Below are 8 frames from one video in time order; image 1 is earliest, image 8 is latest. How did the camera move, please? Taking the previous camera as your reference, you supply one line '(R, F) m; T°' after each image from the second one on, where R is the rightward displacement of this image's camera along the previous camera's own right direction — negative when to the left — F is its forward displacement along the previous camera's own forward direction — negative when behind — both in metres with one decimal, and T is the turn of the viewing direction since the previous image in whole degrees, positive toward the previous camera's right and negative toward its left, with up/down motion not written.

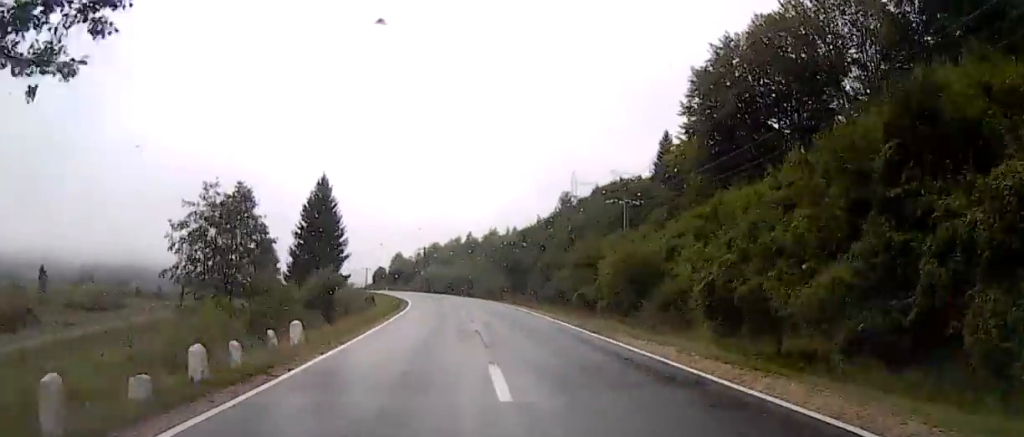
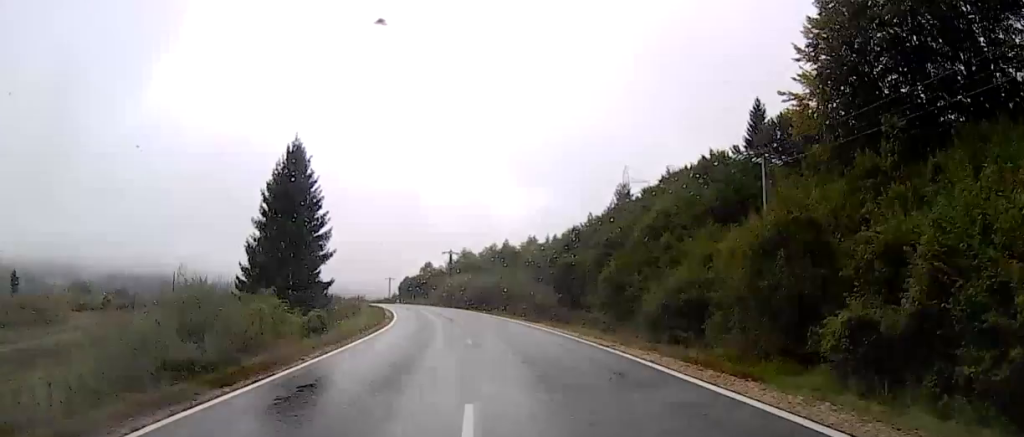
(-0.6, +26.4) m; -3°
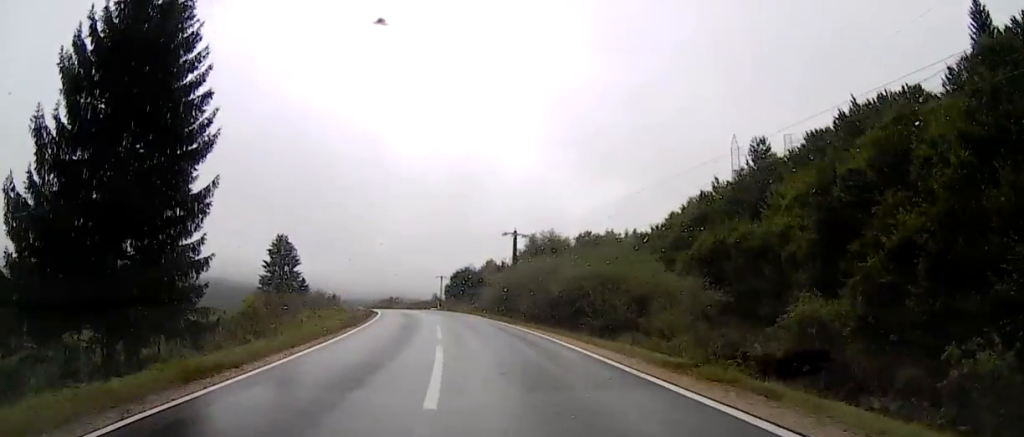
(-1.5, +33.1) m; -5°
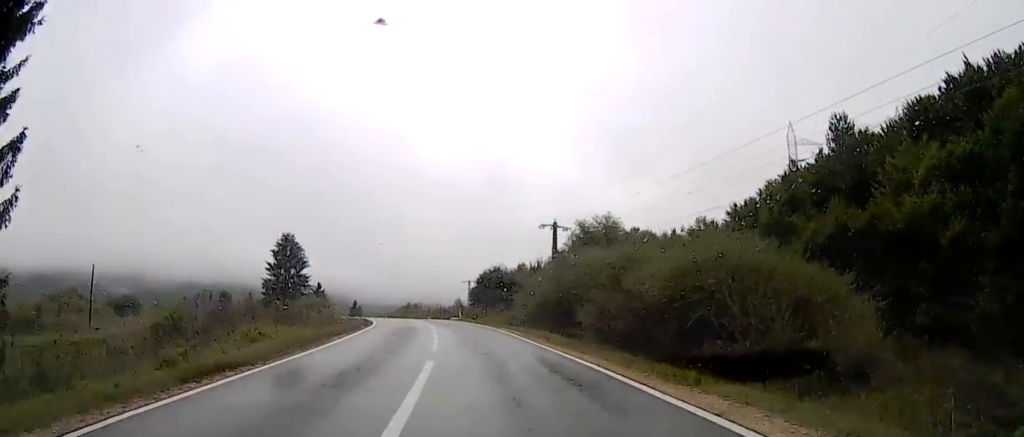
(-0.3, +12.6) m; -2°
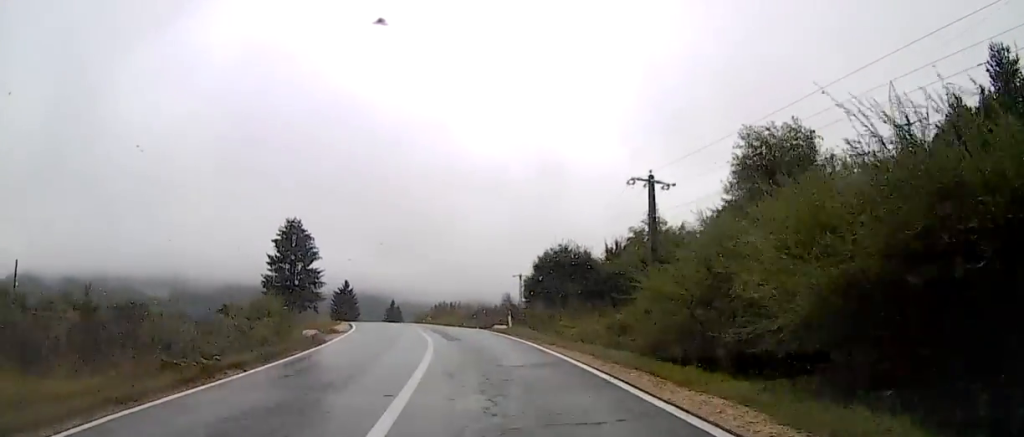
(-0.7, +20.1) m; -6°
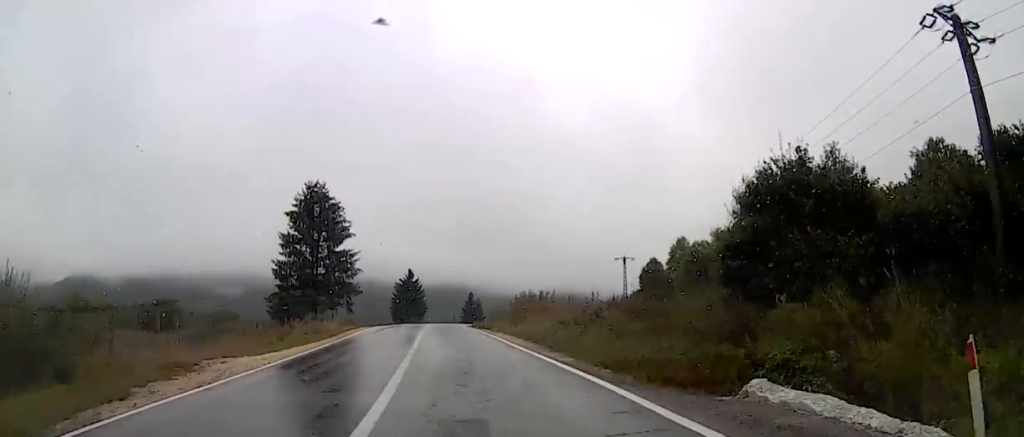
(-1.9, +25.9) m; -6°
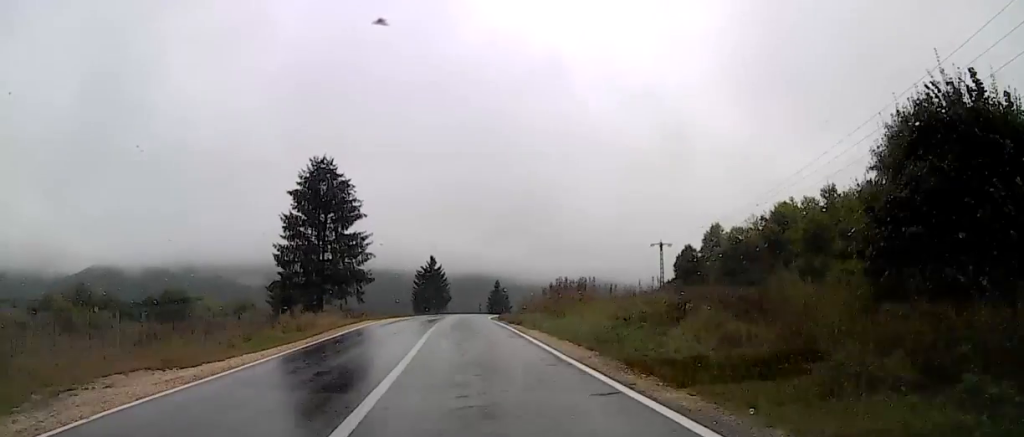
(0.0, +7.3) m; -1°
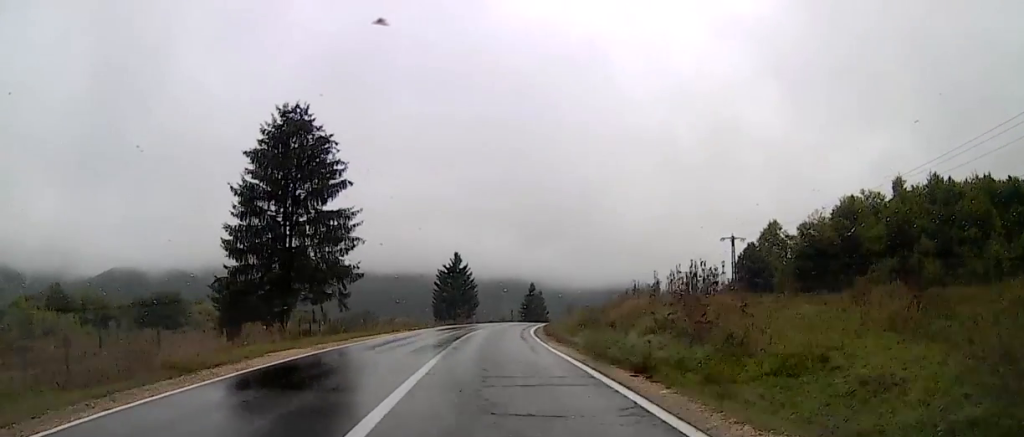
(-0.8, +19.4) m; -3°
